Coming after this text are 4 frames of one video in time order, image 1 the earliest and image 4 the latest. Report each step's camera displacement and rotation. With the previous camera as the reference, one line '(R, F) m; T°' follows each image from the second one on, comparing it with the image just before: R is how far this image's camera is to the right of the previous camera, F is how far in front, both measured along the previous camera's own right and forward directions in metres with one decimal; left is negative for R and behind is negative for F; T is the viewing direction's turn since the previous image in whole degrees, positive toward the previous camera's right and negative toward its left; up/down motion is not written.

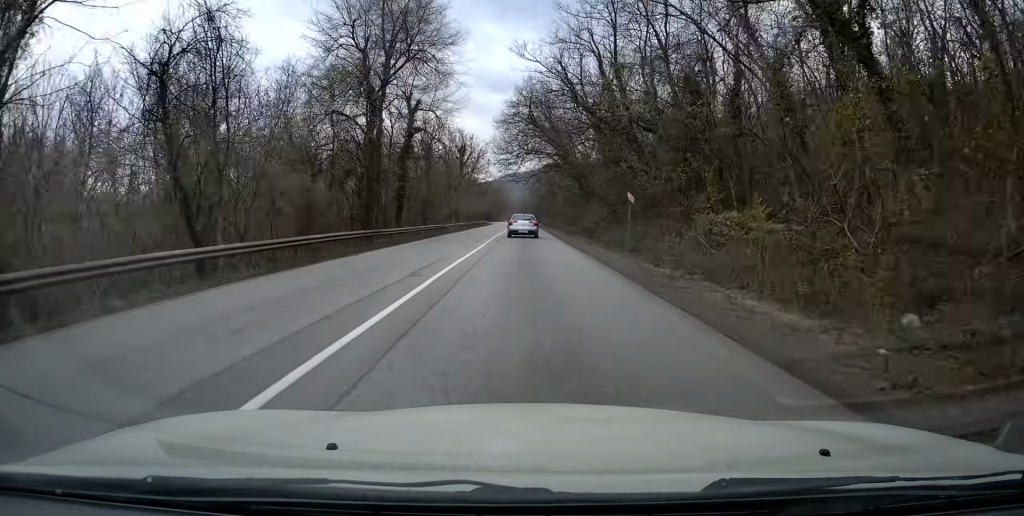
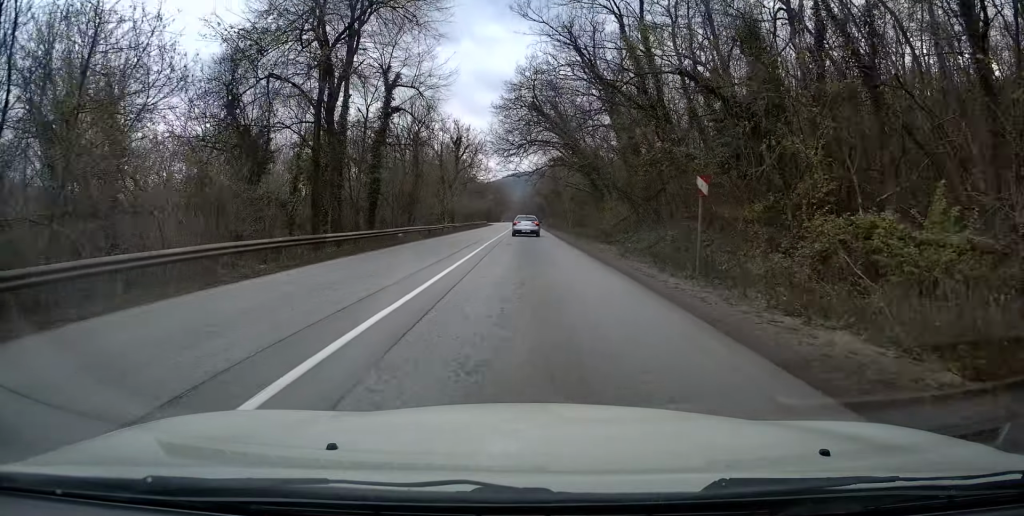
(+0.2, +9.0) m; 0°
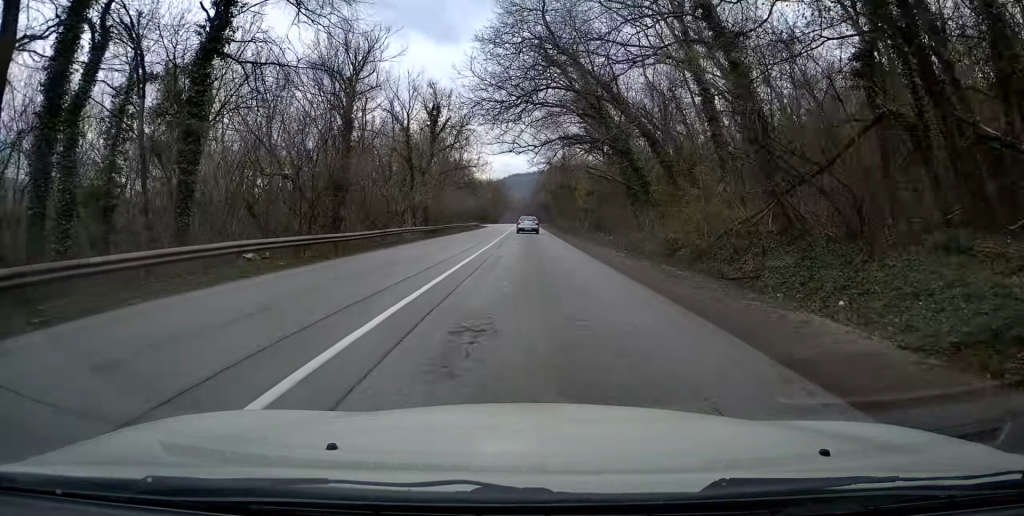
(-0.2, +22.0) m; -1°
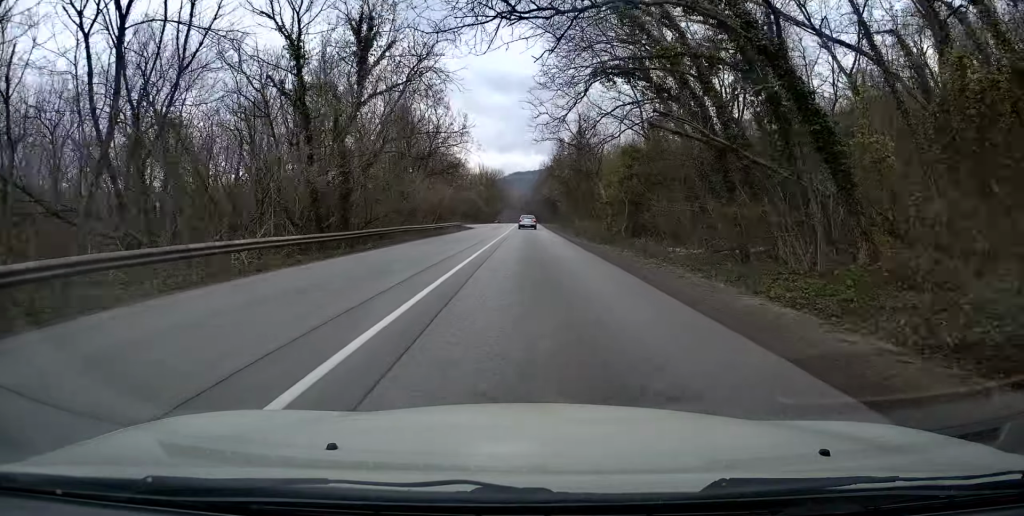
(0.0, +24.9) m; -1°
